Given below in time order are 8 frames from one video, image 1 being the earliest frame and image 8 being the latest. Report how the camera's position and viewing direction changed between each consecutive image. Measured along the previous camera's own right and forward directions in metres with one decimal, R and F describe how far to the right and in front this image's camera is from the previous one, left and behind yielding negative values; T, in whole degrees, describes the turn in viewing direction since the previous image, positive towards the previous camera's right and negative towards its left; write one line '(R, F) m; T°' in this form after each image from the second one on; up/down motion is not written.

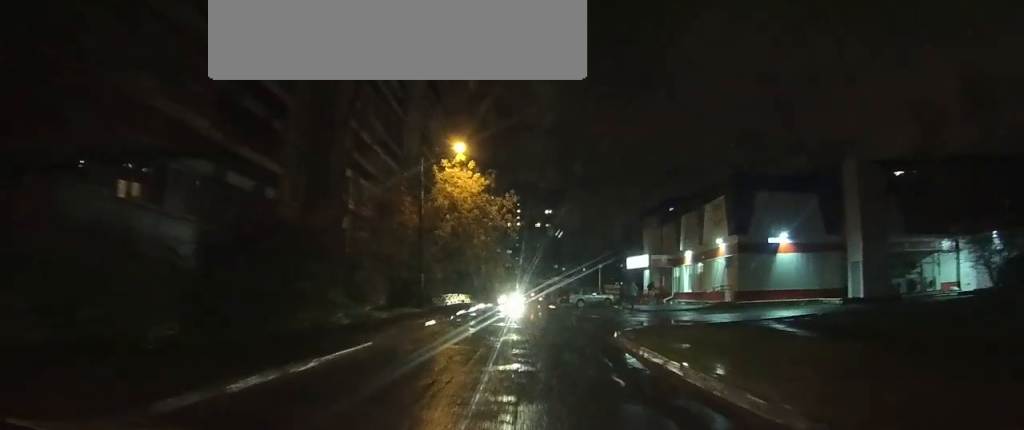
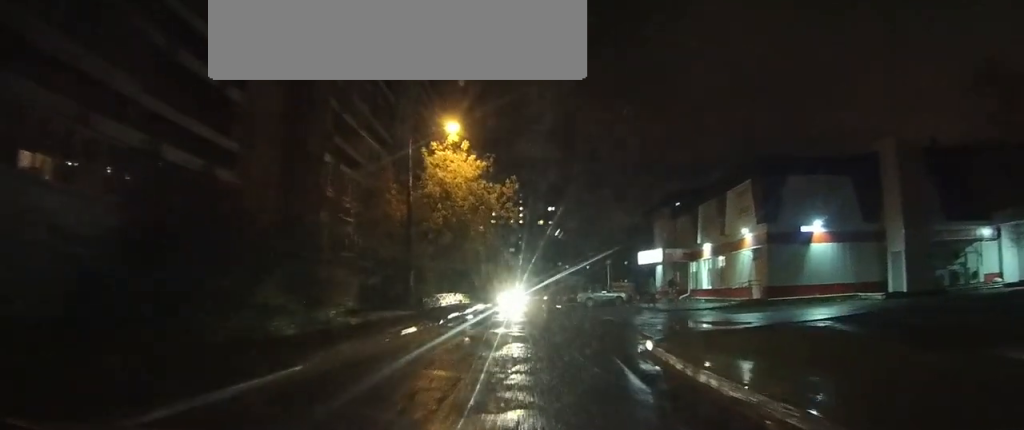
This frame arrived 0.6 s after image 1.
(0.0, +3.6) m; 0°
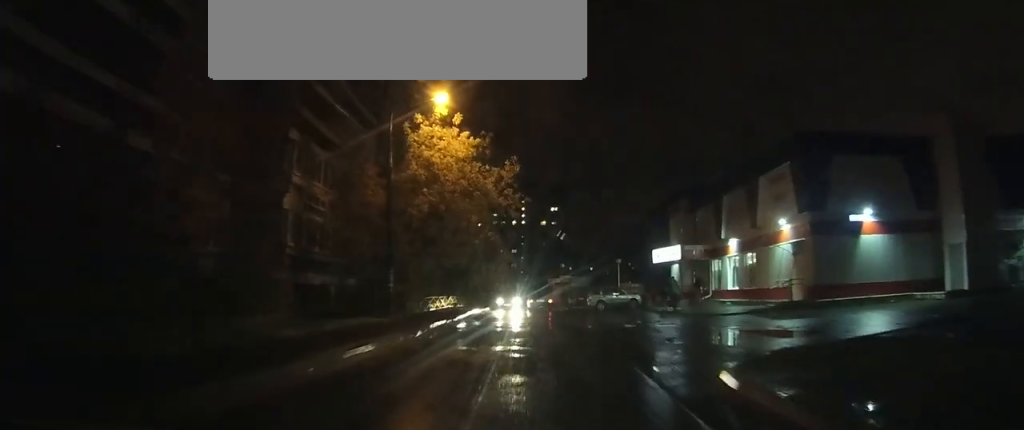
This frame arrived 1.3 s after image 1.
(0.0, +4.5) m; 0°
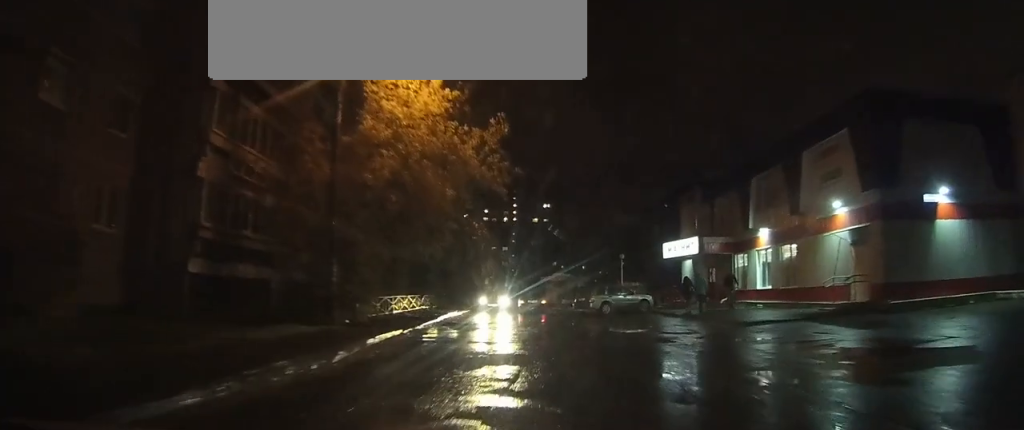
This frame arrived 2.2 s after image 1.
(0.0, +6.2) m; +1°
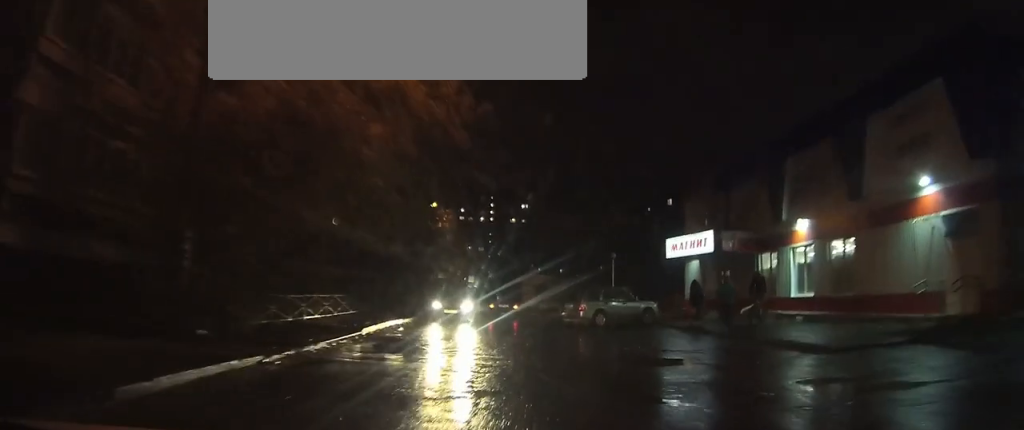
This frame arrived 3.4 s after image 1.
(+0.1, +7.2) m; 0°
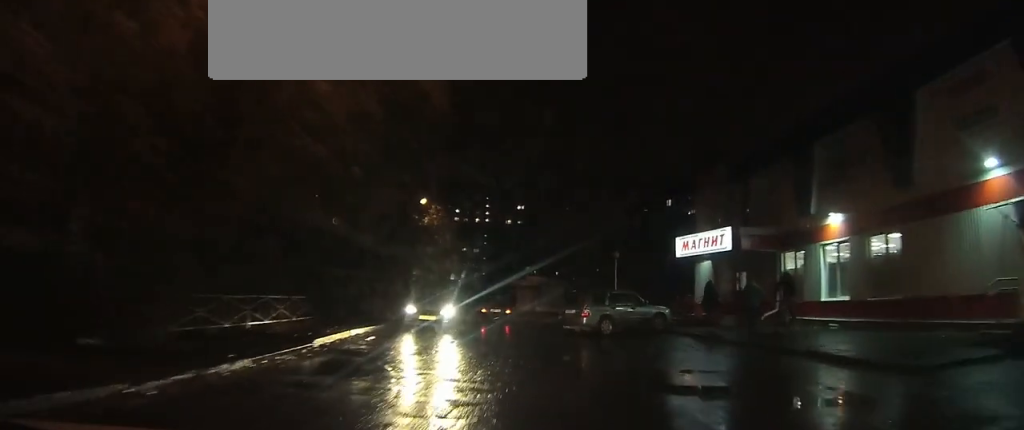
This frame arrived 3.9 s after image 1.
(0.0, +3.0) m; 0°
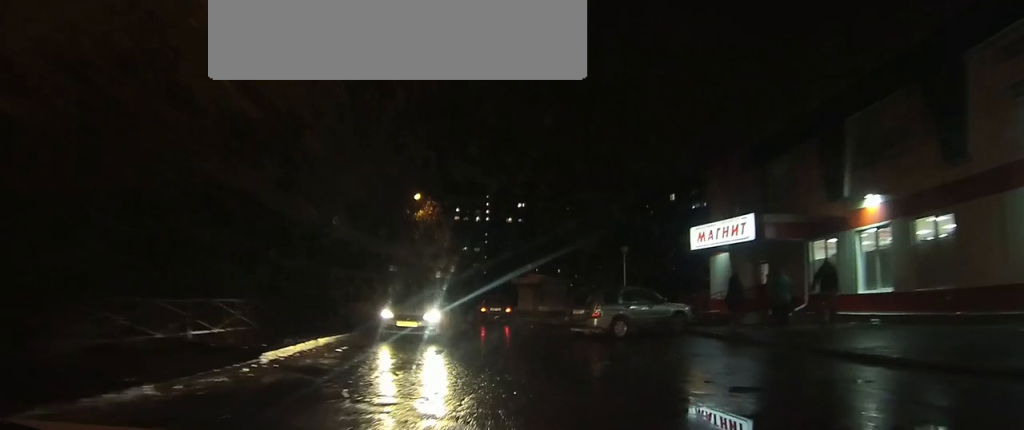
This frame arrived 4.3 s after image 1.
(0.0, +2.4) m; 0°
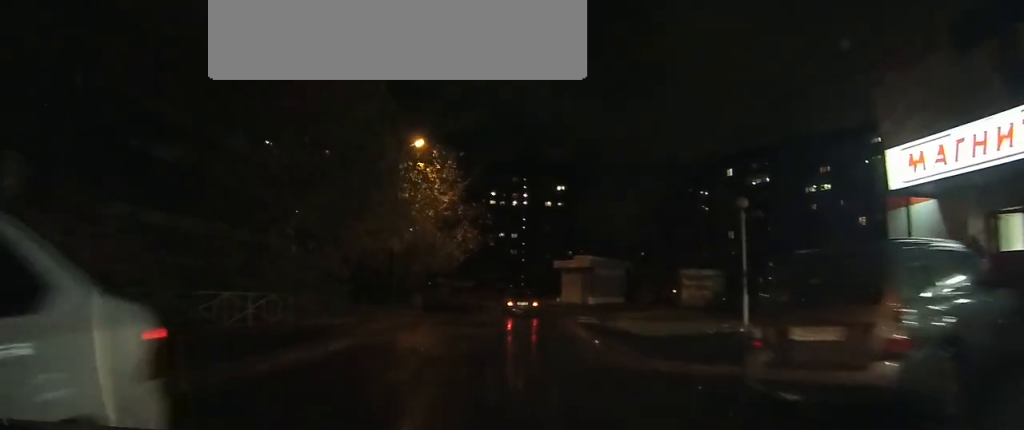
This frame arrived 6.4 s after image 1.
(0.0, +12.6) m; -1°
